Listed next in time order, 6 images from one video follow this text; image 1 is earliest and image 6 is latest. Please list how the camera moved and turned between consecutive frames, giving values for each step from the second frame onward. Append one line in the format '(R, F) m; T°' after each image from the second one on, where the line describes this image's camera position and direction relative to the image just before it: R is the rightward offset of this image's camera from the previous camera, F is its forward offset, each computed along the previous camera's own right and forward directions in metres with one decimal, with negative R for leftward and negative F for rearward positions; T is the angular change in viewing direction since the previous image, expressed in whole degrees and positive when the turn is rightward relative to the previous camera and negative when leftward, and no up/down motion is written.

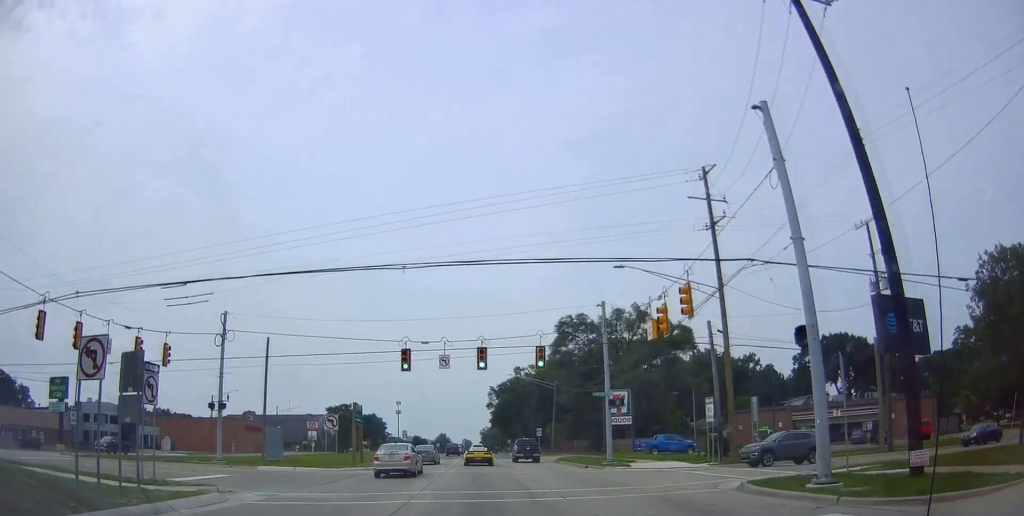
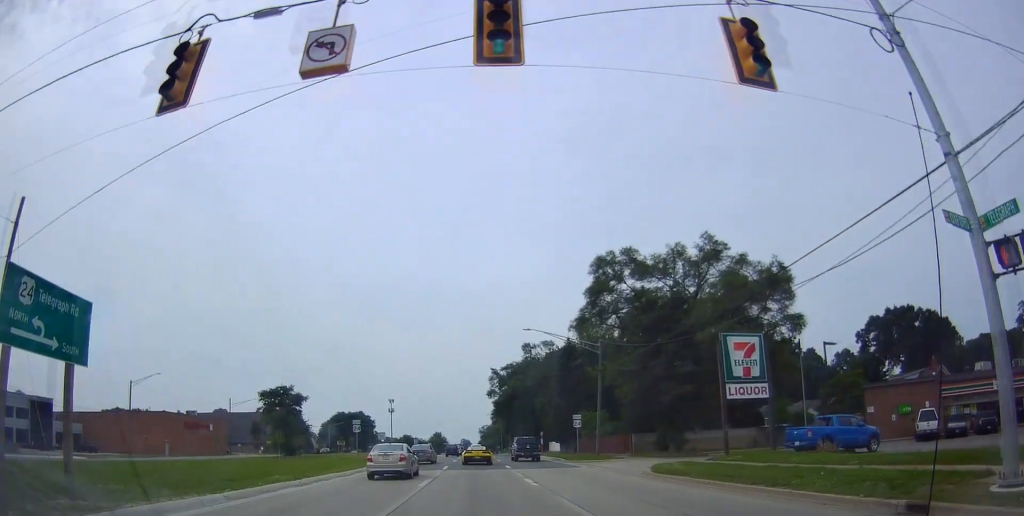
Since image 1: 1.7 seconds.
(+0.2, +25.3) m; -2°
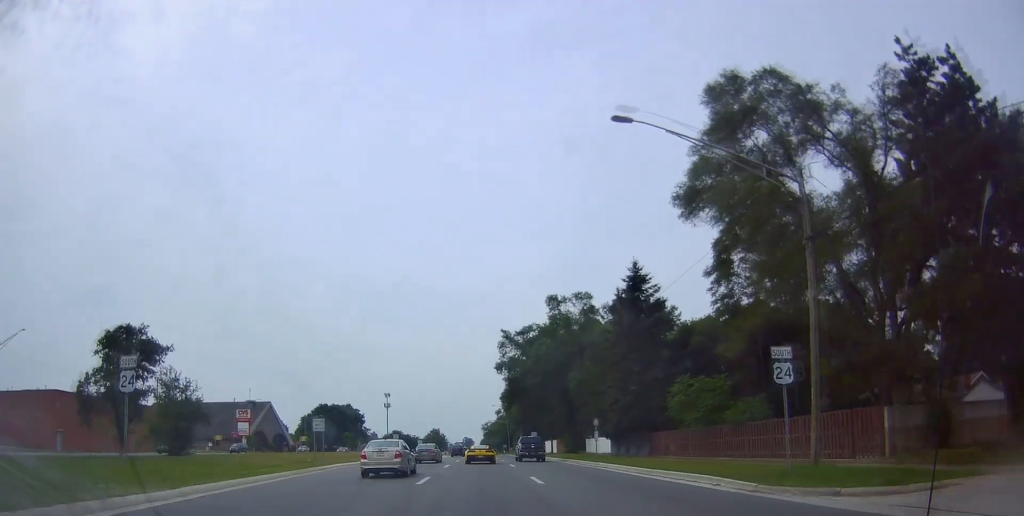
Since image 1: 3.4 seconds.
(-0.5, +27.1) m; -1°
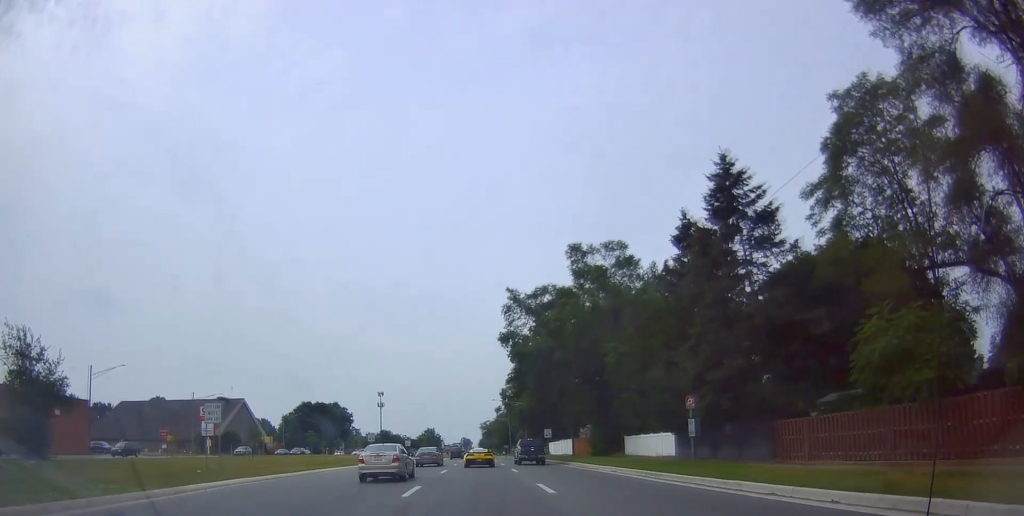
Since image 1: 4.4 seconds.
(0.0, +16.3) m; 0°
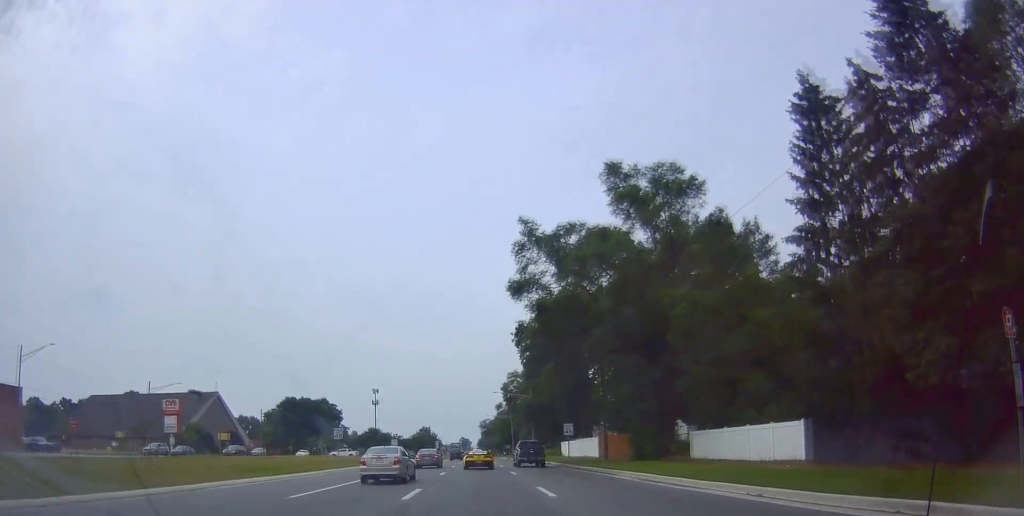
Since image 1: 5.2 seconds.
(0.0, +13.9) m; 0°
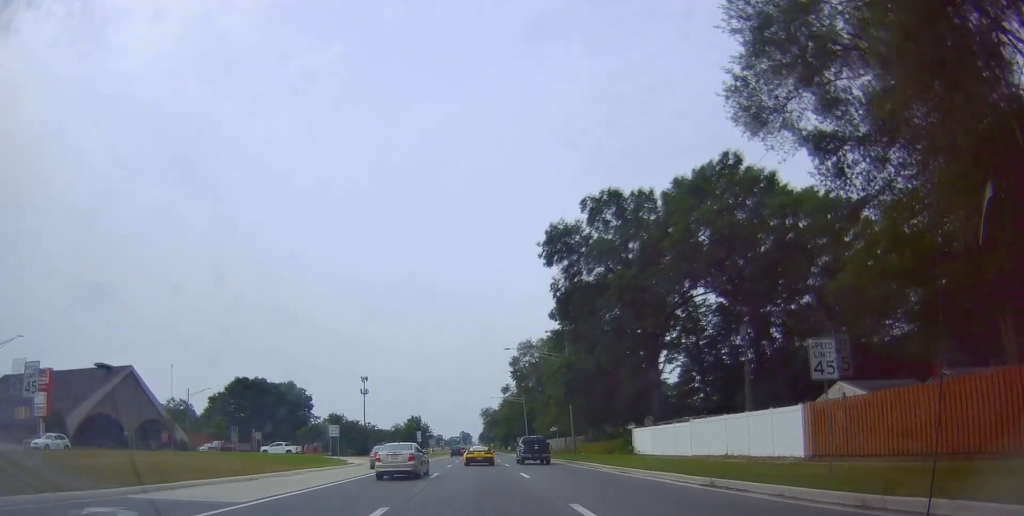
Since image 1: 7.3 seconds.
(+0.2, +34.5) m; +1°
